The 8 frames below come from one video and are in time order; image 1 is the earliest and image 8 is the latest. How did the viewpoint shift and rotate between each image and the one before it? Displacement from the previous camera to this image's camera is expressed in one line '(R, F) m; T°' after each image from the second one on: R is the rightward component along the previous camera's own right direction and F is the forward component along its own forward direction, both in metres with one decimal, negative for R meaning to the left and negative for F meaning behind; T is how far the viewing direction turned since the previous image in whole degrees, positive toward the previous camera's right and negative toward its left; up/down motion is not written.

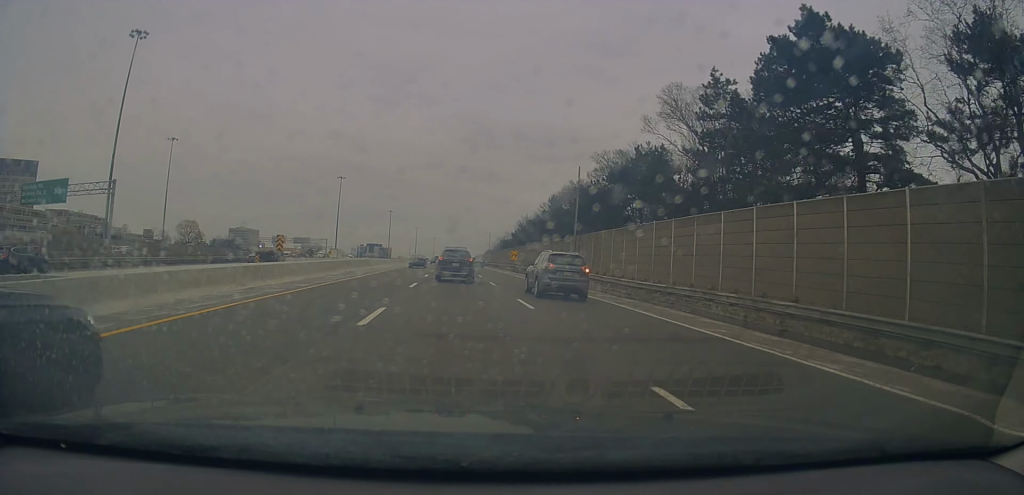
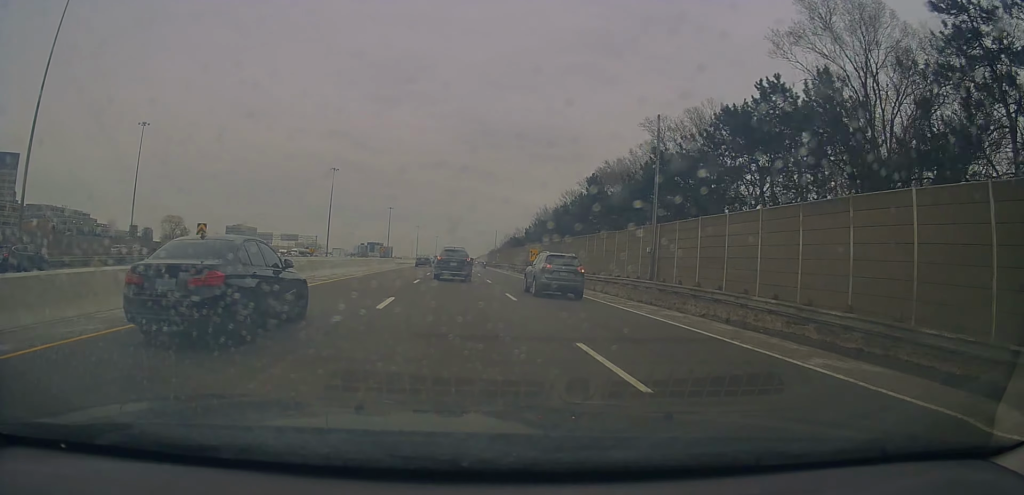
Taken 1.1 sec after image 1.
(+0.5, +20.1) m; +1°
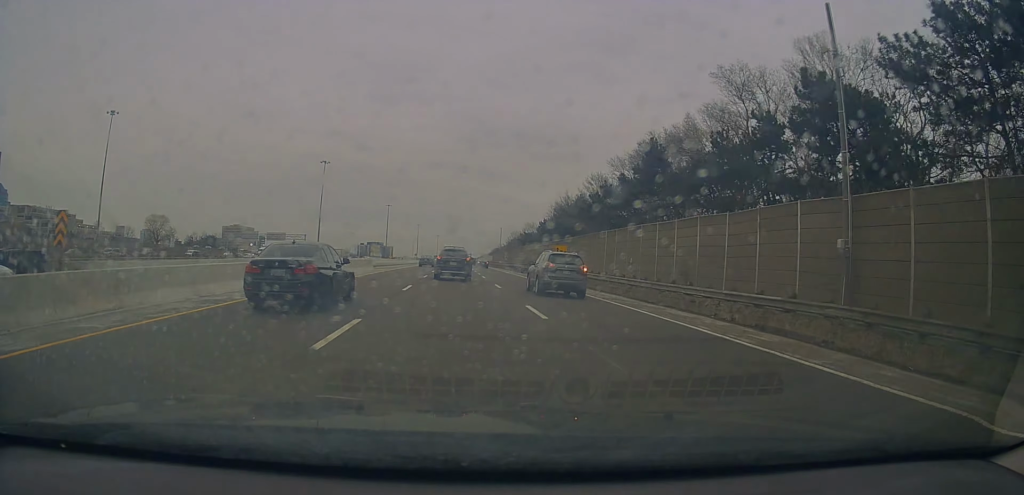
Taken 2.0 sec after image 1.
(-0.1, +16.7) m; 0°
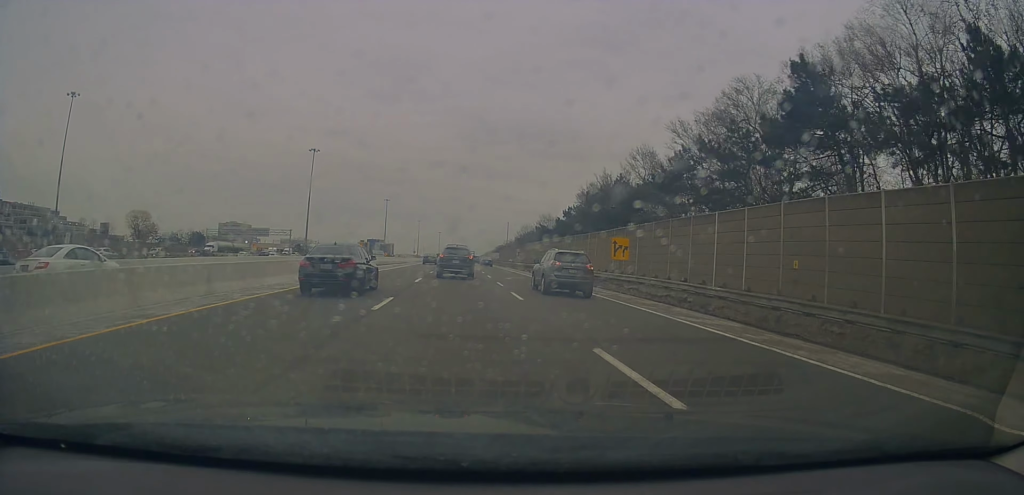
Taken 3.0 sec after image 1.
(+0.1, +19.3) m; -1°
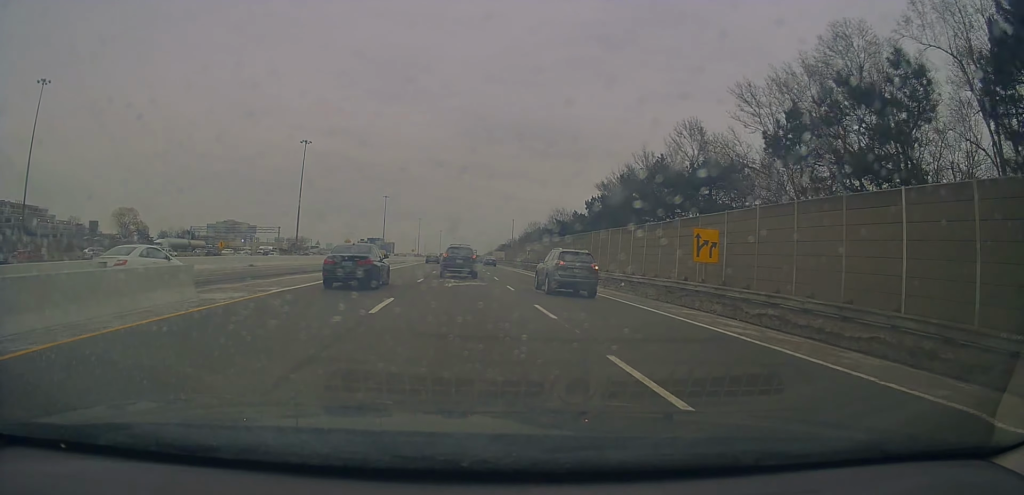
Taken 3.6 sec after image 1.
(+0.1, +13.1) m; -1°
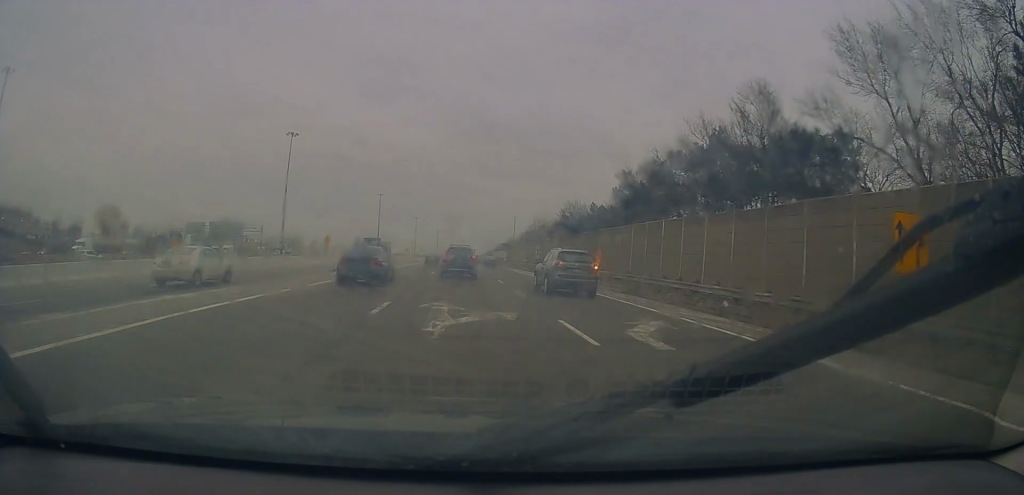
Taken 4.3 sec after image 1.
(-0.7, +12.7) m; 0°
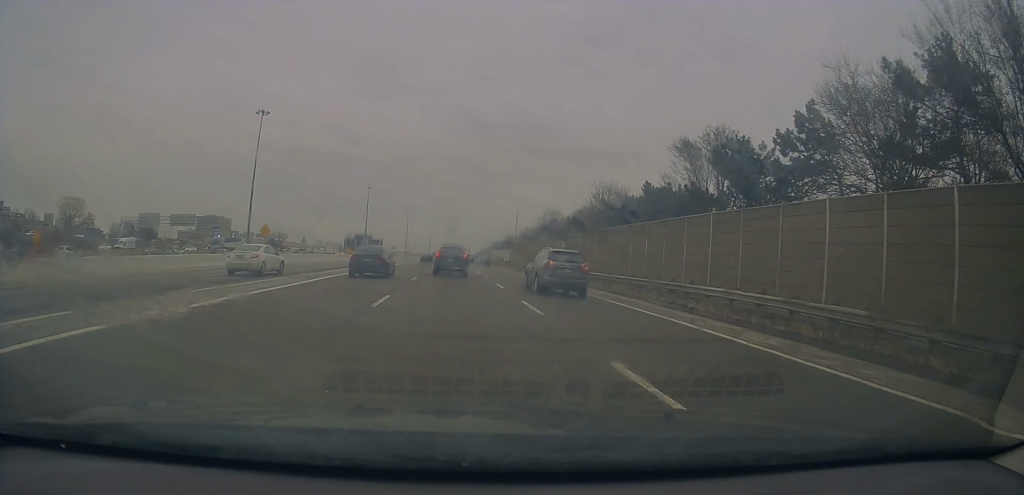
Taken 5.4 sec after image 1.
(+0.9, +24.5) m; +1°
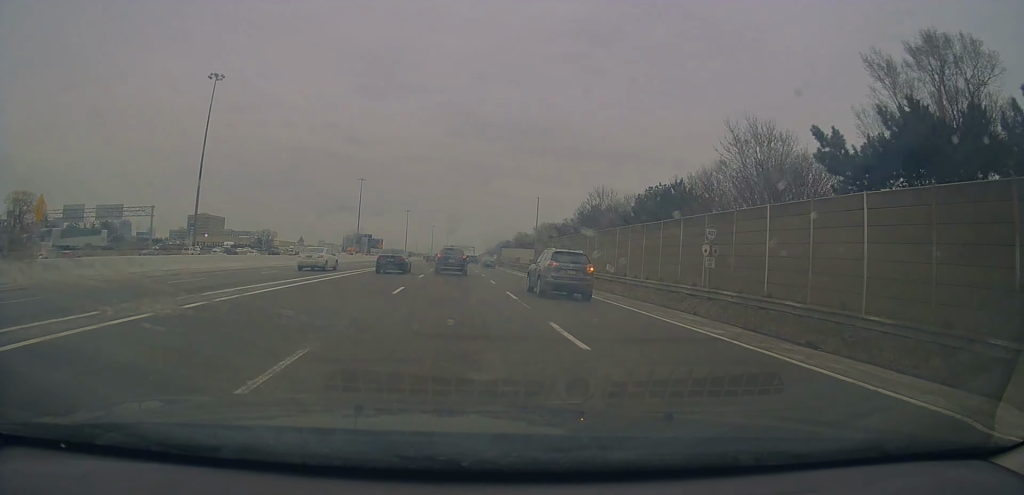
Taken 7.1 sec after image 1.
(-0.9, +33.4) m; -1°
